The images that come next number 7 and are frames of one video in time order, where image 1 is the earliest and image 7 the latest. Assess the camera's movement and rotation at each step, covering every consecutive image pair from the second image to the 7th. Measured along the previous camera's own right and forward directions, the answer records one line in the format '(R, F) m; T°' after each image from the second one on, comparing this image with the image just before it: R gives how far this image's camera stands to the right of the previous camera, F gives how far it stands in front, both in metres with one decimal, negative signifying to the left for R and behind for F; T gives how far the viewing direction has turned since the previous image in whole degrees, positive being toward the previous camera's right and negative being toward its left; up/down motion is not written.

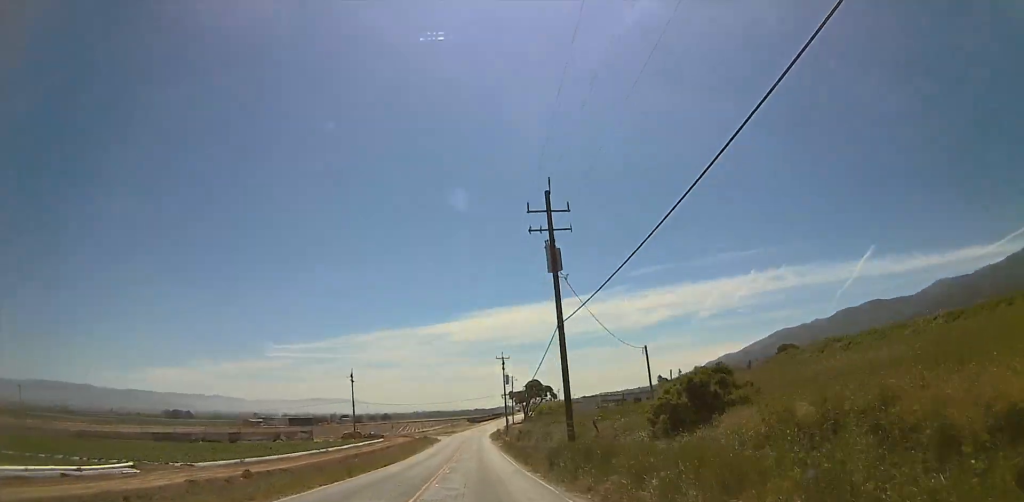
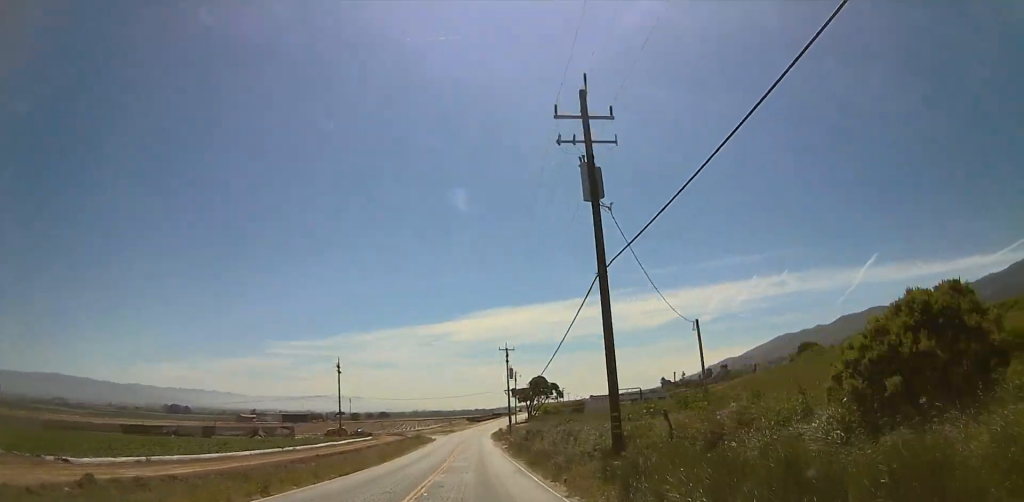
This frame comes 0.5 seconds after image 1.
(0.0, +11.6) m; -1°
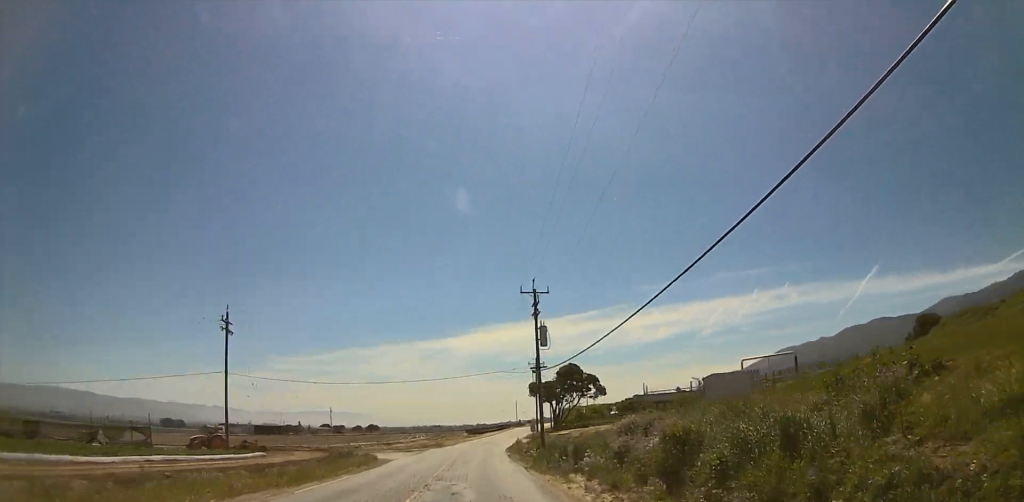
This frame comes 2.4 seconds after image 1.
(-0.3, +47.5) m; +2°
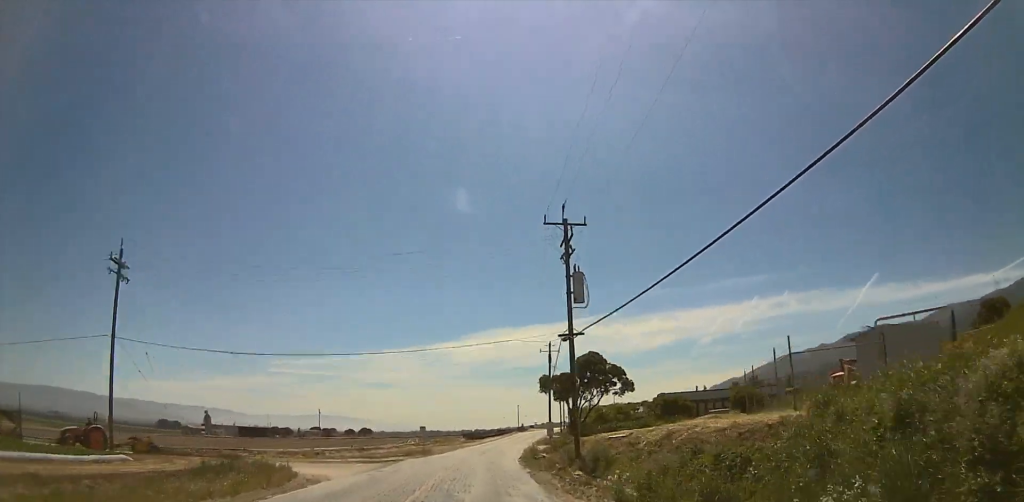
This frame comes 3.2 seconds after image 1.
(+0.6, +18.7) m; +2°
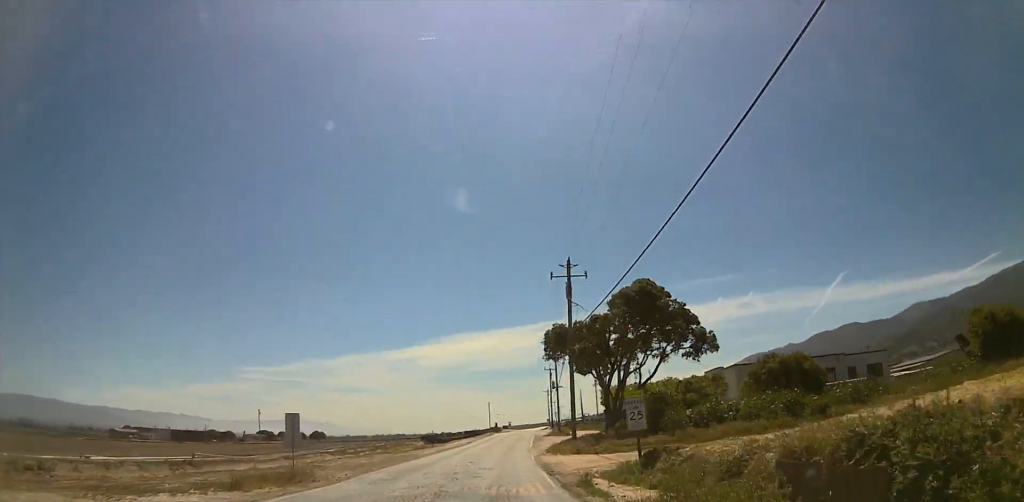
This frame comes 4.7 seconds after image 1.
(+0.1, +37.9) m; 0°
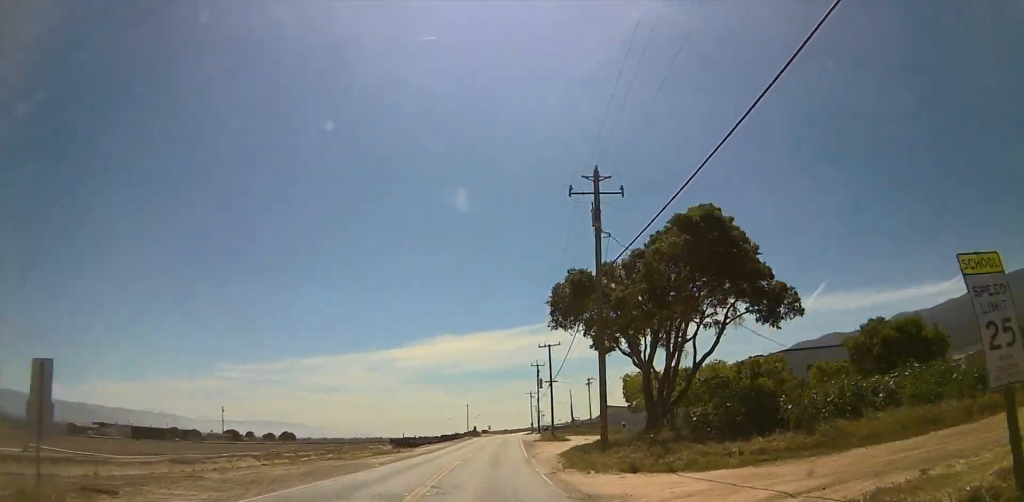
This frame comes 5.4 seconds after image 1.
(0.0, +15.3) m; 0°
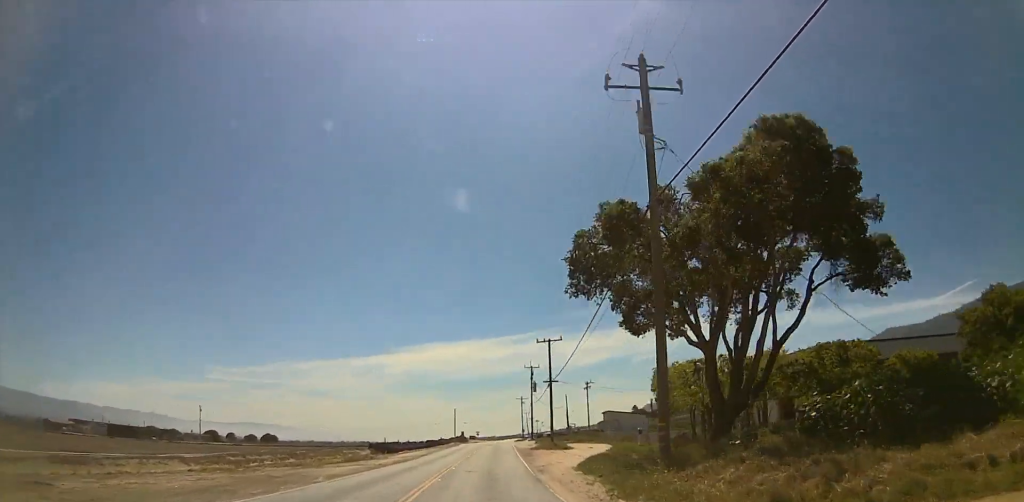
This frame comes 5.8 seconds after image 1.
(0.0, +9.6) m; 0°
